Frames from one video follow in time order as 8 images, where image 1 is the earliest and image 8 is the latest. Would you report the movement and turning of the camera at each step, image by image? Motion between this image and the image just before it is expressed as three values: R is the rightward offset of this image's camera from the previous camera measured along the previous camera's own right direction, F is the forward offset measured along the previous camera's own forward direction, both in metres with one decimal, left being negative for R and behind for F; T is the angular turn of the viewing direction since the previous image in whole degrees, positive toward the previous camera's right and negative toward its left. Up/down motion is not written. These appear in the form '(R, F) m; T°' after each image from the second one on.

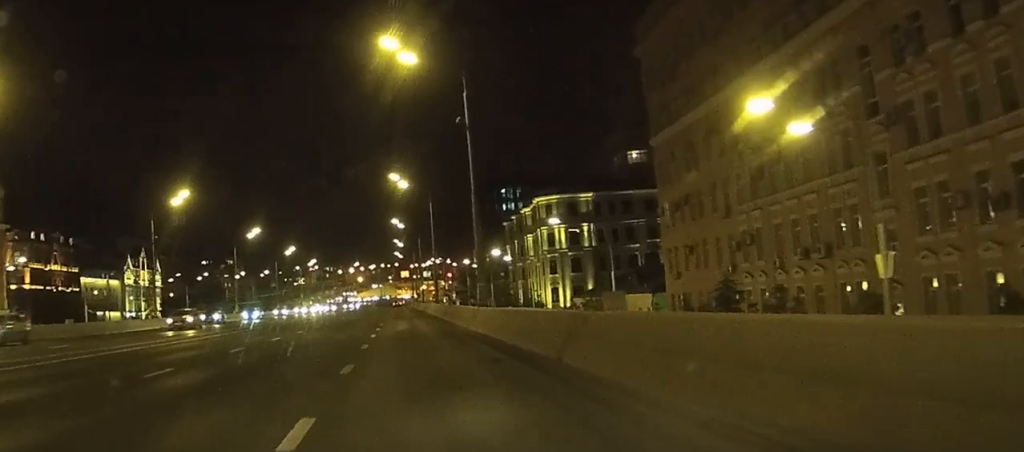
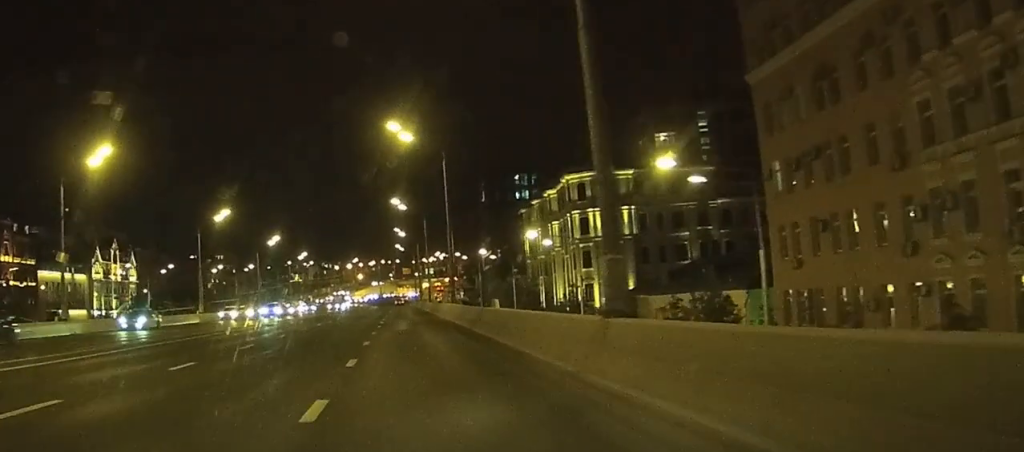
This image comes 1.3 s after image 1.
(-0.1, +22.0) m; 0°
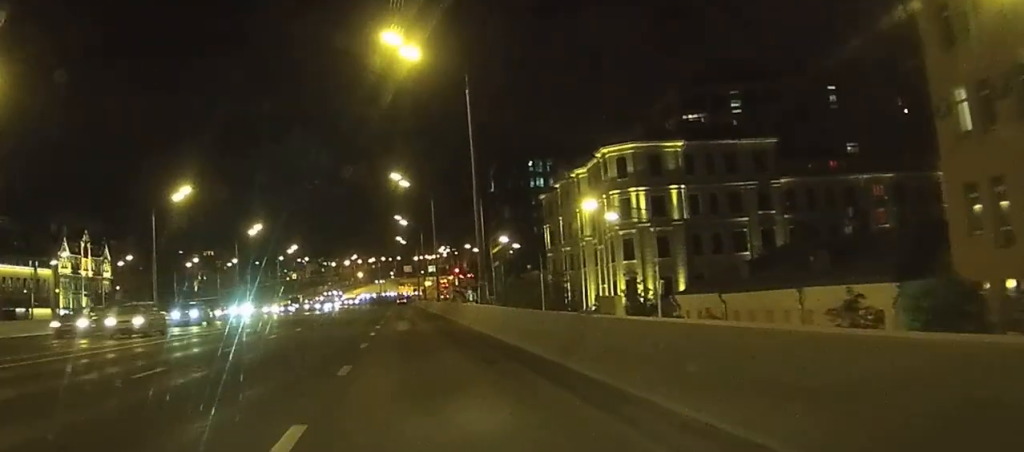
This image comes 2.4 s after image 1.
(+0.2, +19.1) m; +1°
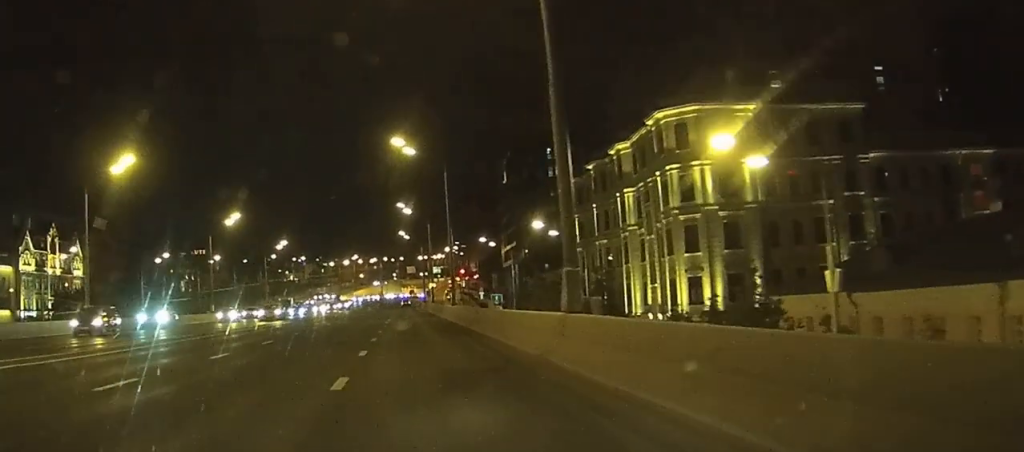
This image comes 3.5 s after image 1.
(+0.1, +18.8) m; 0°
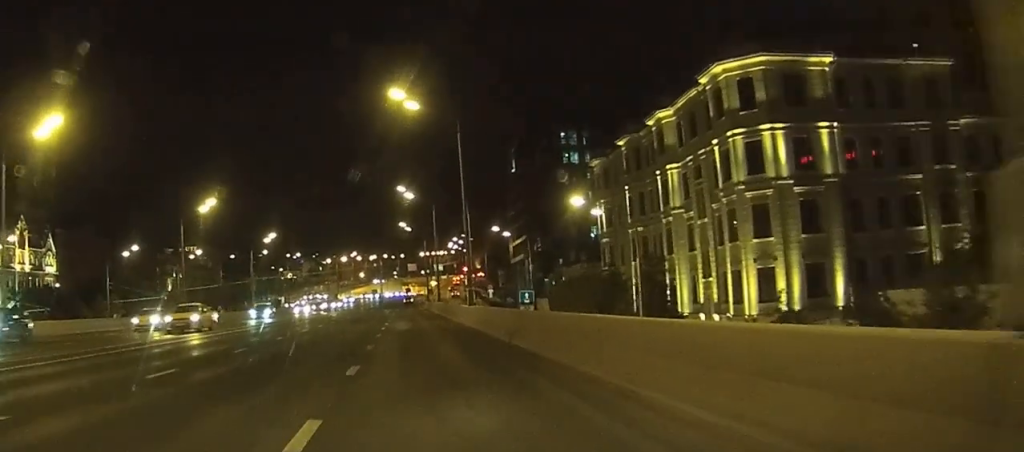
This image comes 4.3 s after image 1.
(-0.1, +14.0) m; +1°
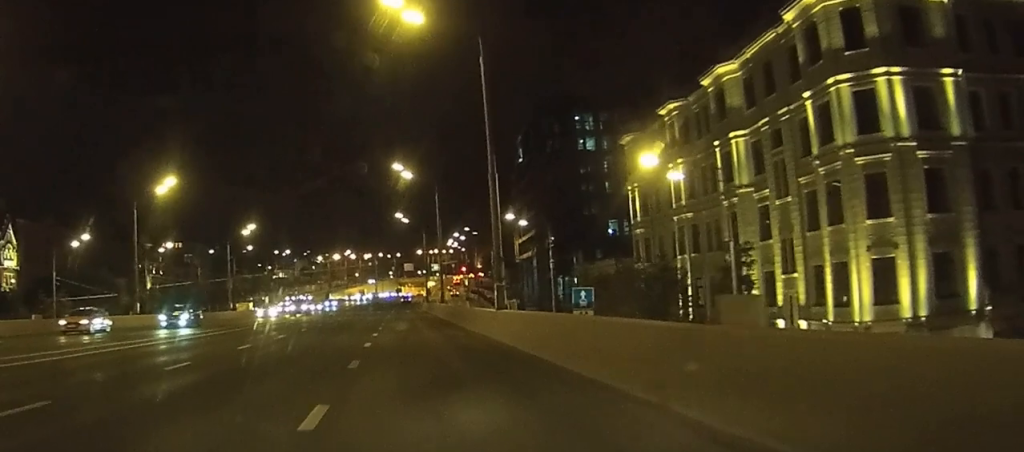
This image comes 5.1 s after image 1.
(+0.4, +14.9) m; -2°
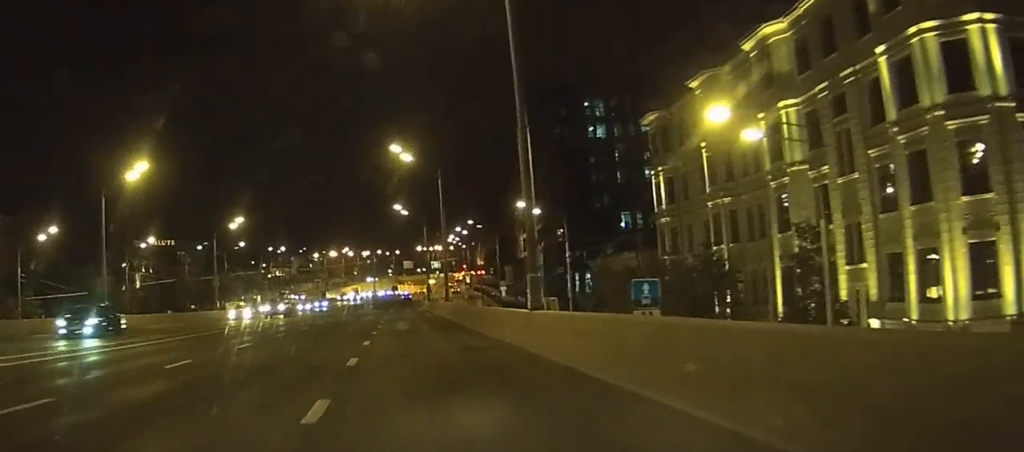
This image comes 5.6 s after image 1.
(0.0, +8.0) m; -1°
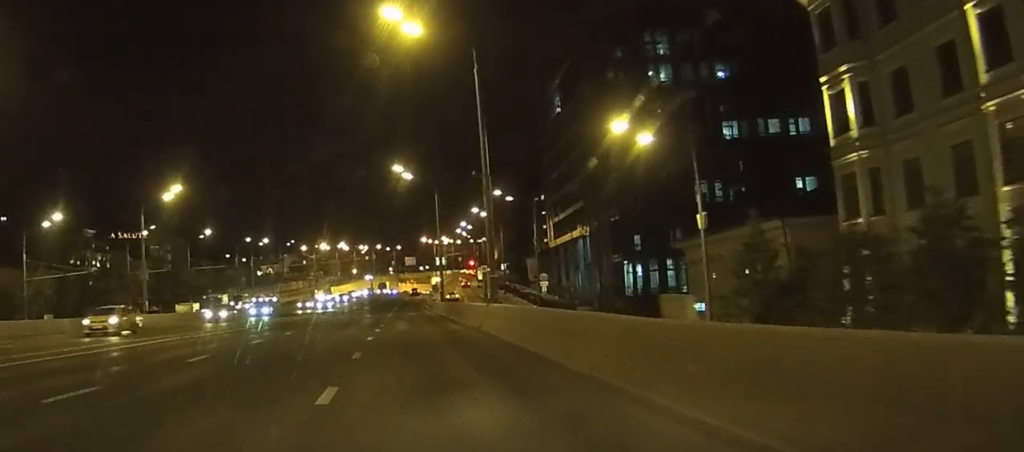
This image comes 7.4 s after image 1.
(-0.8, +30.3) m; 0°
